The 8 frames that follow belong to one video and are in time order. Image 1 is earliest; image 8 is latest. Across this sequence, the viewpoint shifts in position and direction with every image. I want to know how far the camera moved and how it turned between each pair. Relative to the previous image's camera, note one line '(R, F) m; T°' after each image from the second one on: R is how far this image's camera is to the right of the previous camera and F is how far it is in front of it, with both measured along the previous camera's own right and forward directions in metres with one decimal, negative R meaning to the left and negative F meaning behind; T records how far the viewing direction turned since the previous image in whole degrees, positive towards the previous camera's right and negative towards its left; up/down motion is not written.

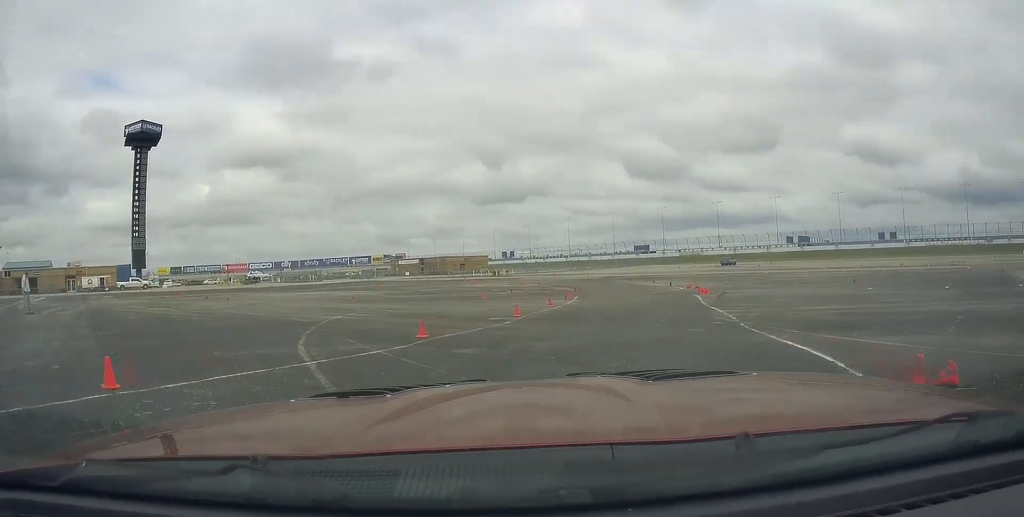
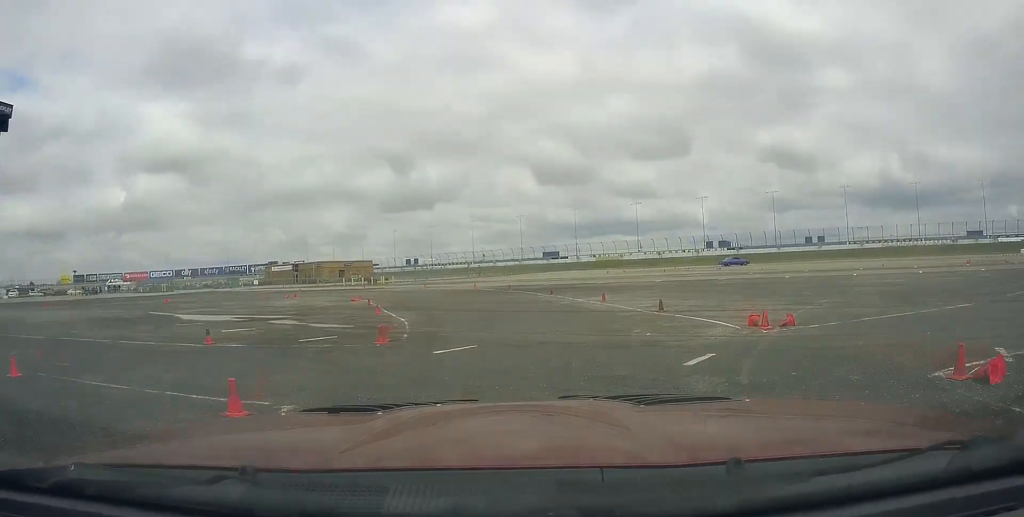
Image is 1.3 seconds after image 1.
(+3.8, +21.4) m; +14°
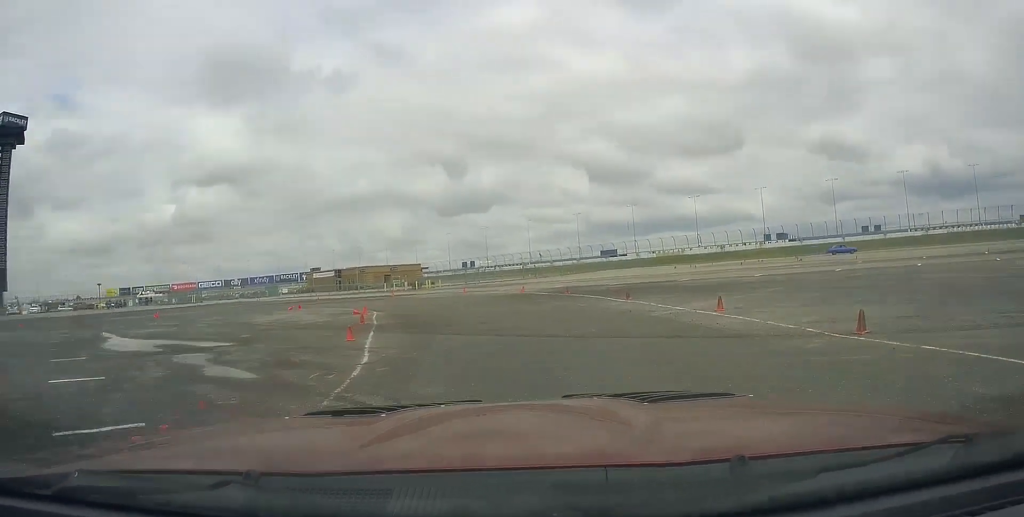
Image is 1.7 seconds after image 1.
(+0.2, +7.6) m; -1°
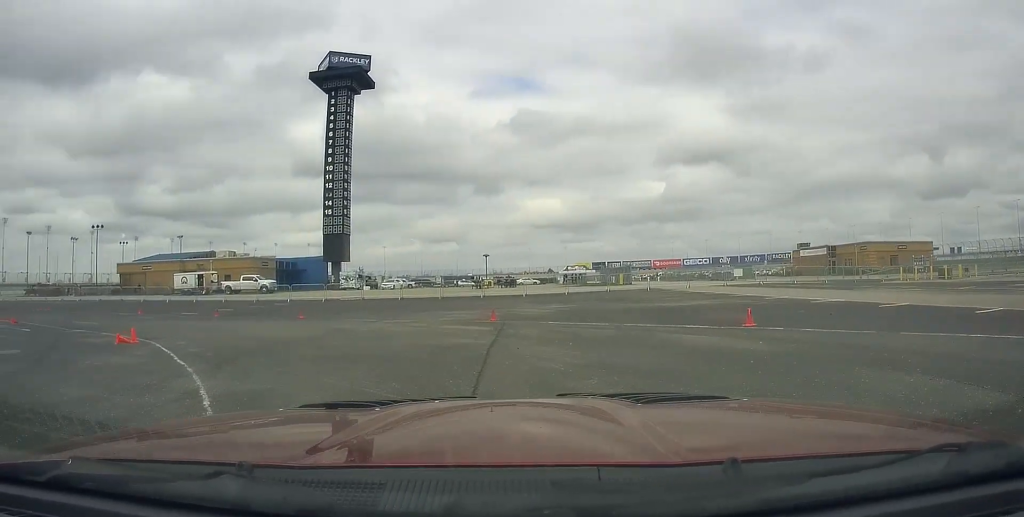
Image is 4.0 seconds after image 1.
(-5.6, +32.2) m; -38°
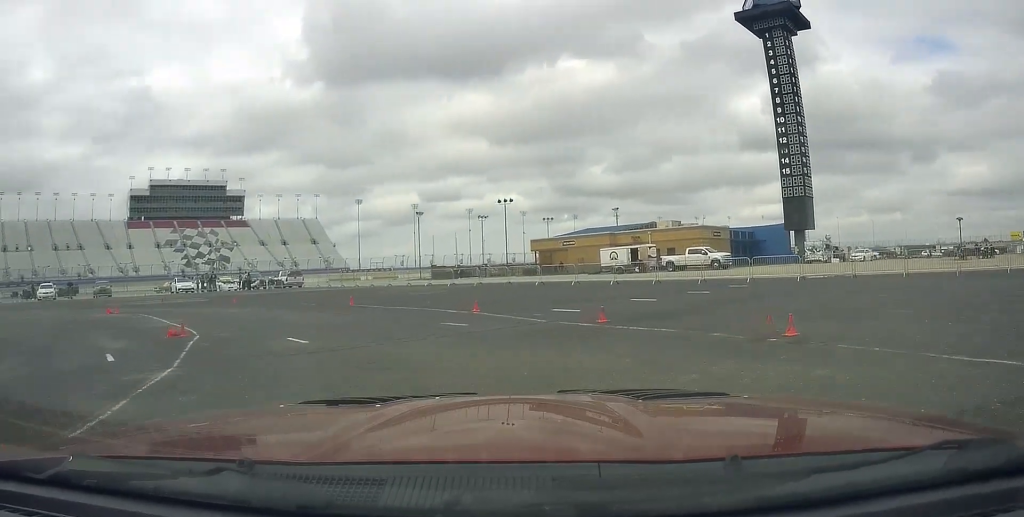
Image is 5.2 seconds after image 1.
(-4.0, +11.5) m; -46°
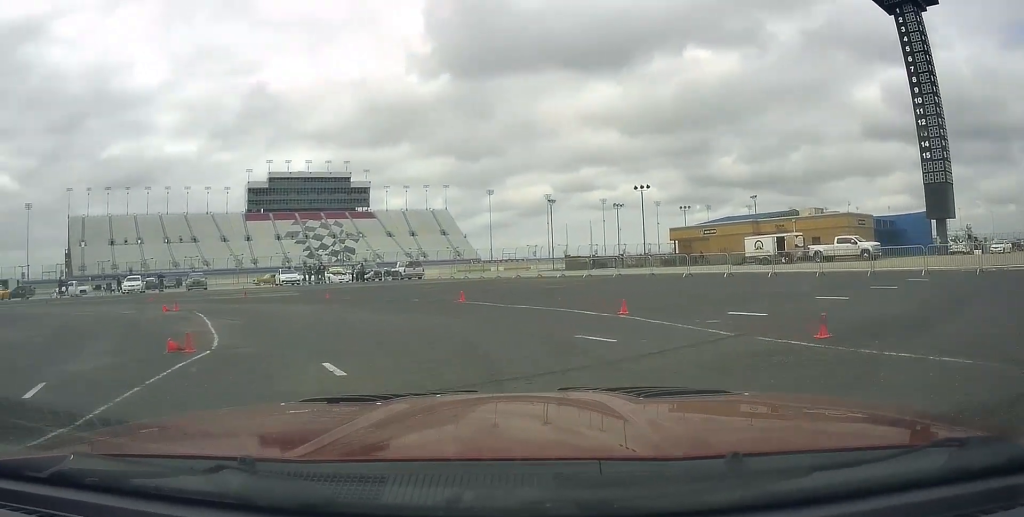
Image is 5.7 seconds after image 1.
(-1.0, +4.2) m; -14°
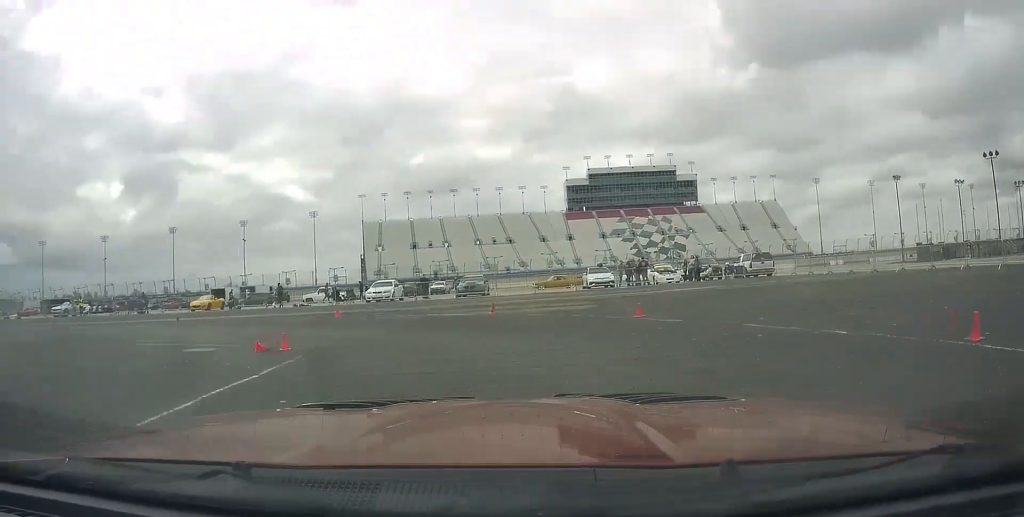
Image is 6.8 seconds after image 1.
(-3.6, +11.0) m; -30°
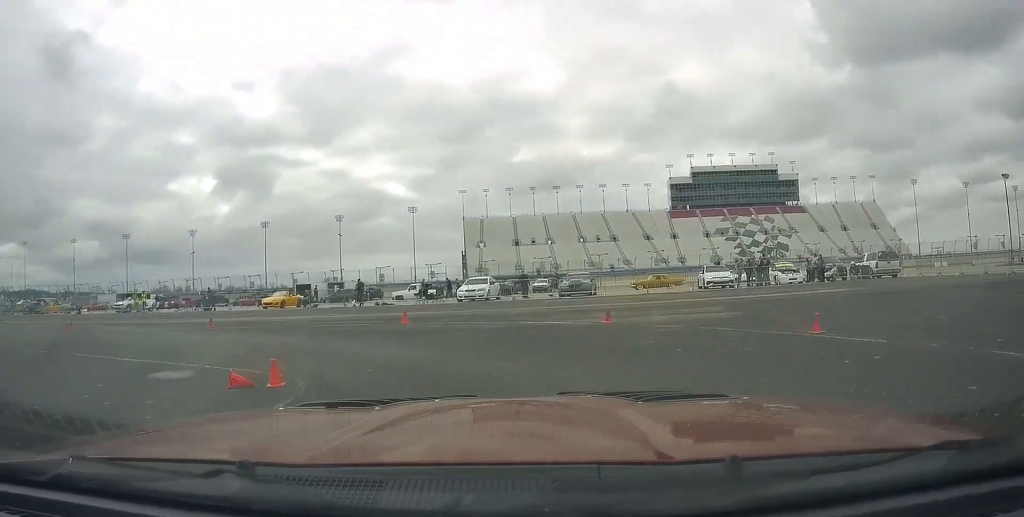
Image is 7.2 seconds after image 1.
(-0.3, +4.4) m; -9°
